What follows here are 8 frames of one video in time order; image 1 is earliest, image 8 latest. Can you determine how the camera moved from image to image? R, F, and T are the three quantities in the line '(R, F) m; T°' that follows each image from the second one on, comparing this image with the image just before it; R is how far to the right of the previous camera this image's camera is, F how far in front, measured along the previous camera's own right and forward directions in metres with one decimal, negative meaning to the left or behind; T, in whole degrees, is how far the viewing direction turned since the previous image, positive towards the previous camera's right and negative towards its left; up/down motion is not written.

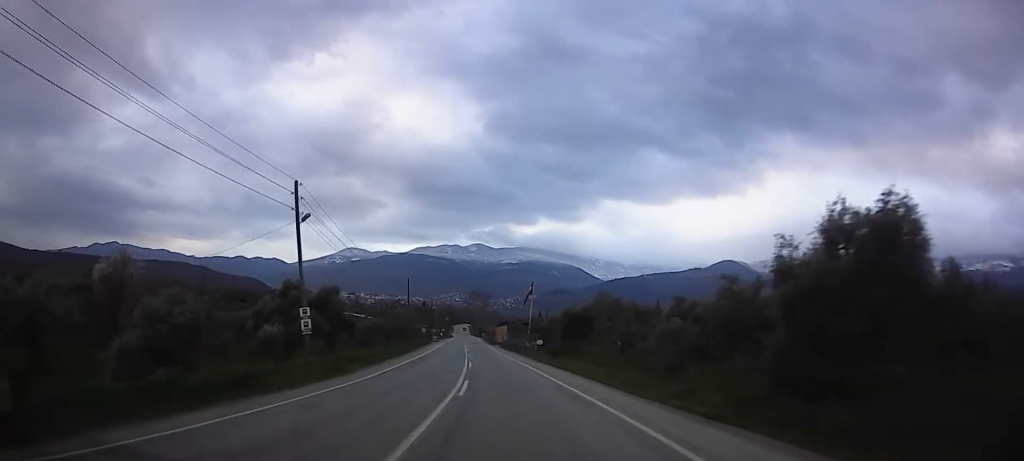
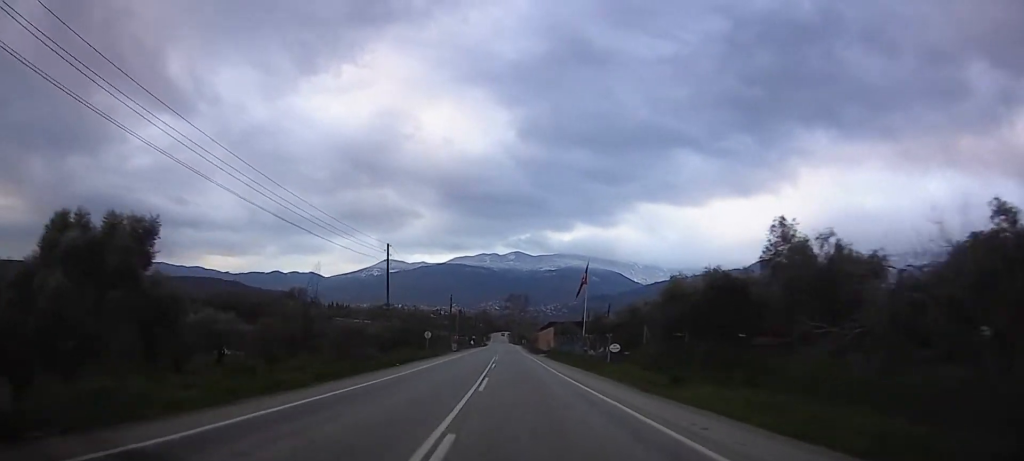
(-1.0, +26.5) m; -5°
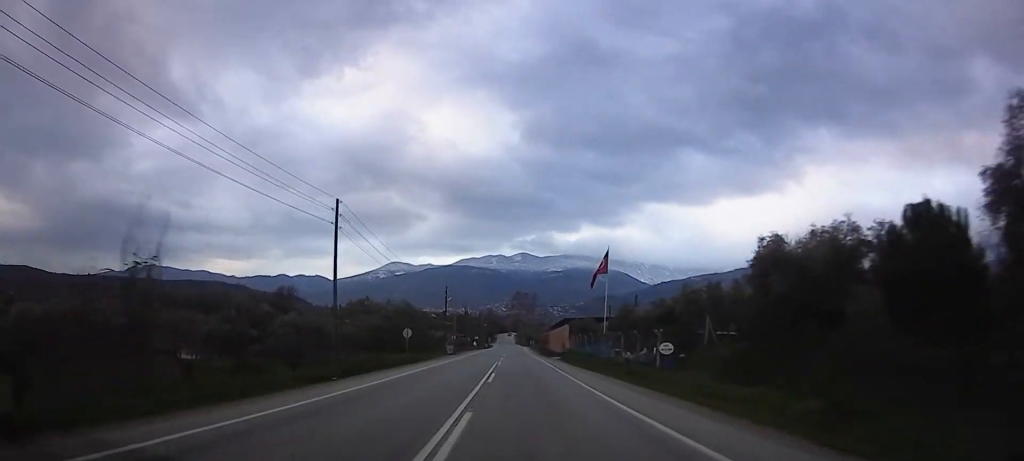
(-0.3, +11.7) m; -2°
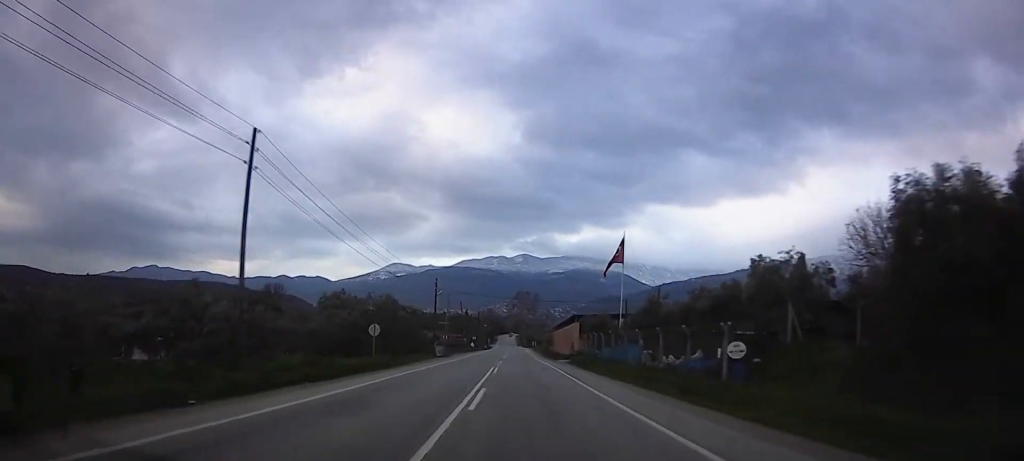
(-0.1, +8.7) m; -1°
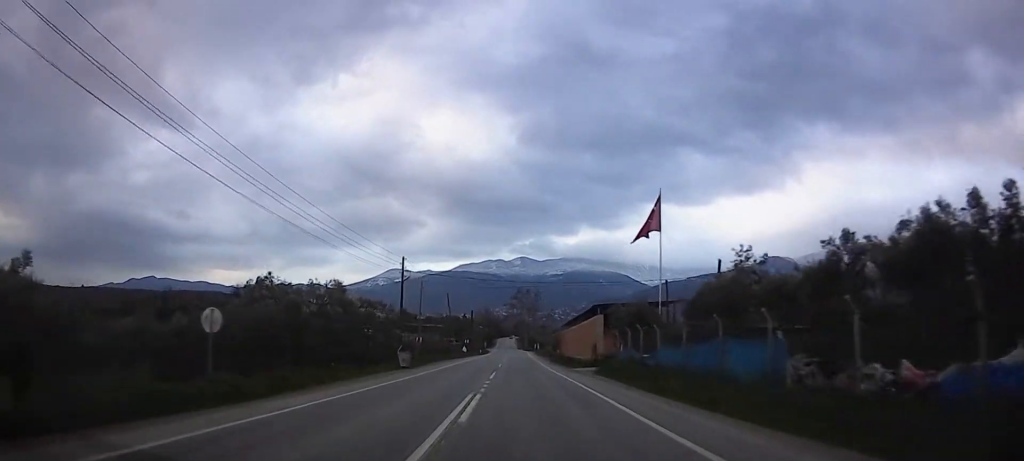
(-0.1, +15.2) m; 0°
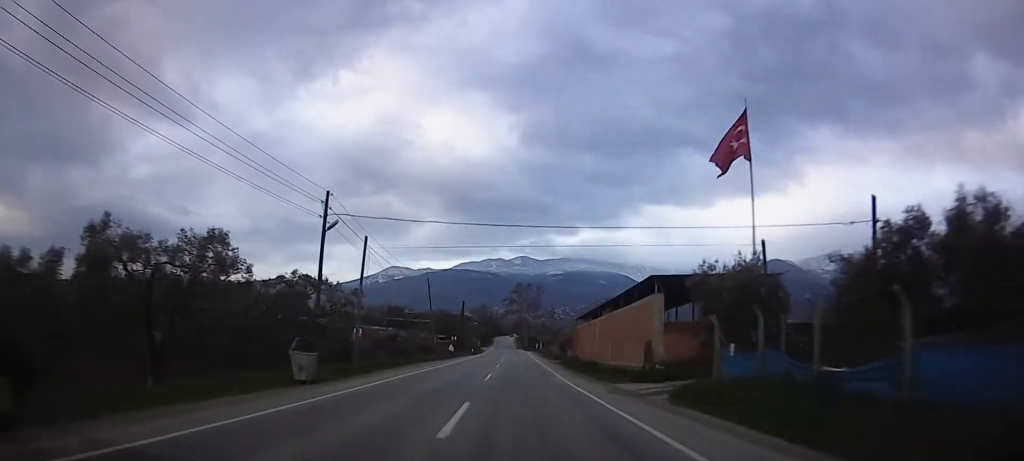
(+0.1, +16.1) m; 0°
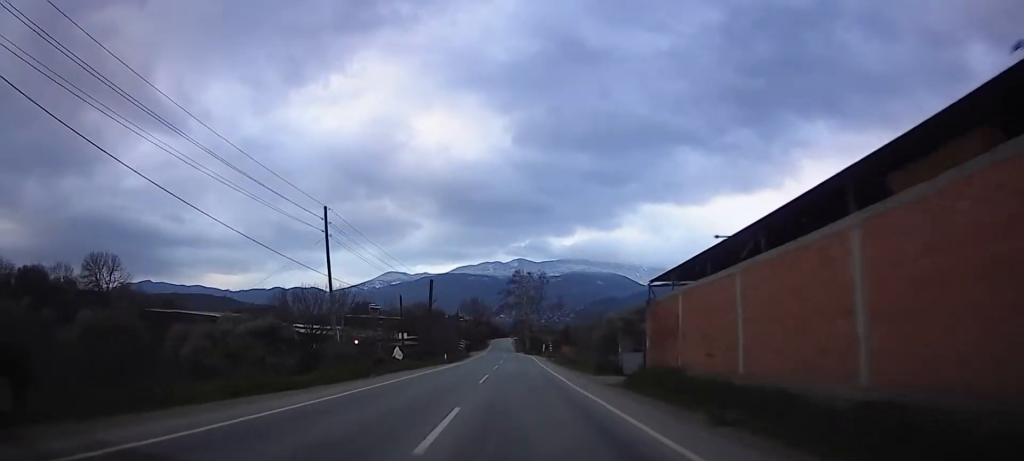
(-0.5, +30.5) m; -3°
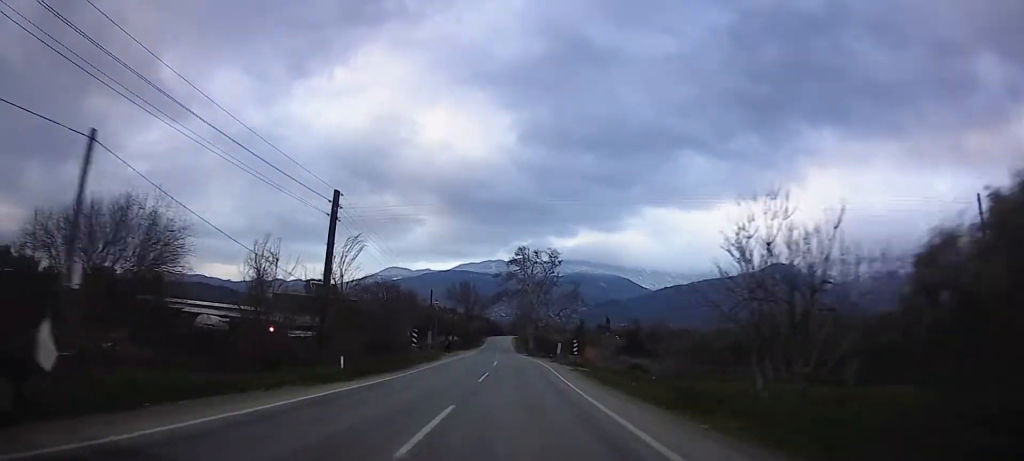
(+0.2, +29.8) m; +2°
